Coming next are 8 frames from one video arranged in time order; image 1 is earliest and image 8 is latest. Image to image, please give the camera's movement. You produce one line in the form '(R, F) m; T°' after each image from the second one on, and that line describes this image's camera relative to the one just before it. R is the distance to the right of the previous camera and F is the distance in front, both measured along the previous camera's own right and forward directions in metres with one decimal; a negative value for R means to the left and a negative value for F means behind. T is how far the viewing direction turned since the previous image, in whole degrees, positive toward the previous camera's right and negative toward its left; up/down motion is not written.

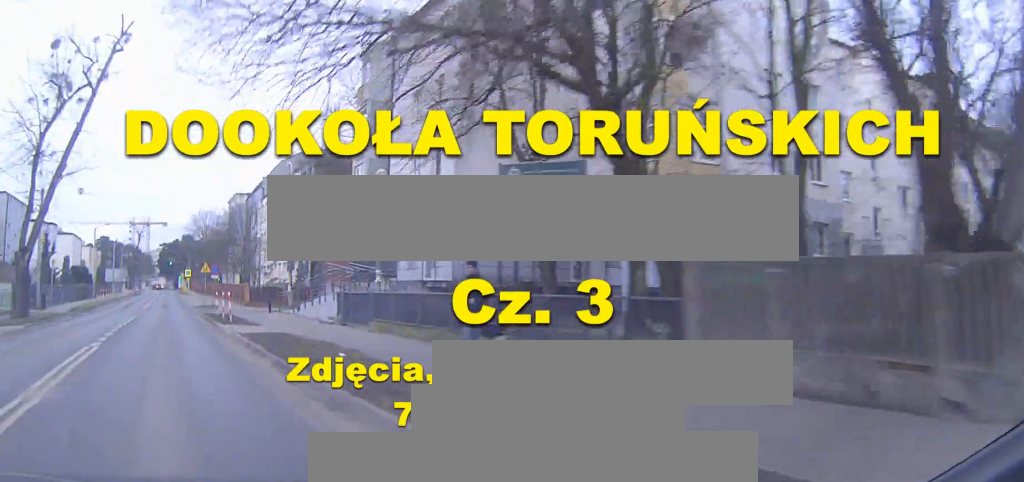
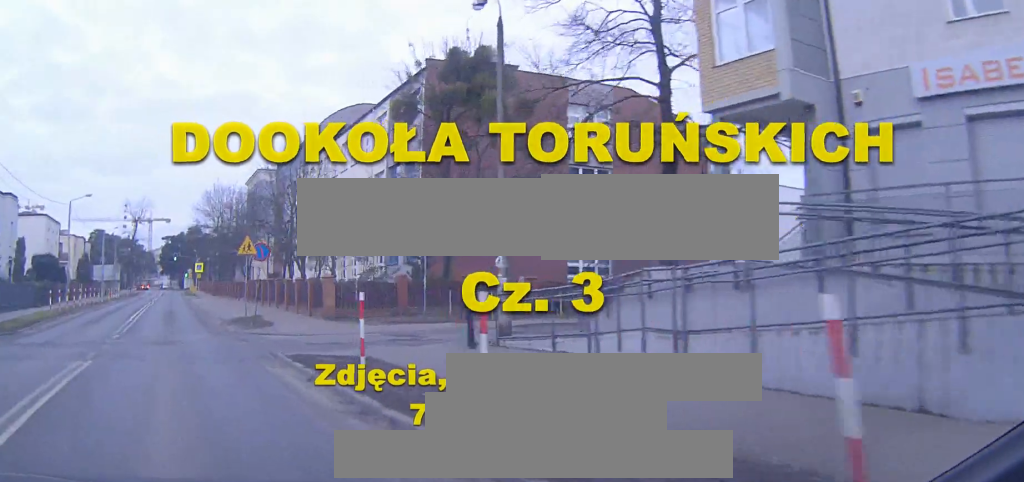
(-0.3, +26.7) m; 0°
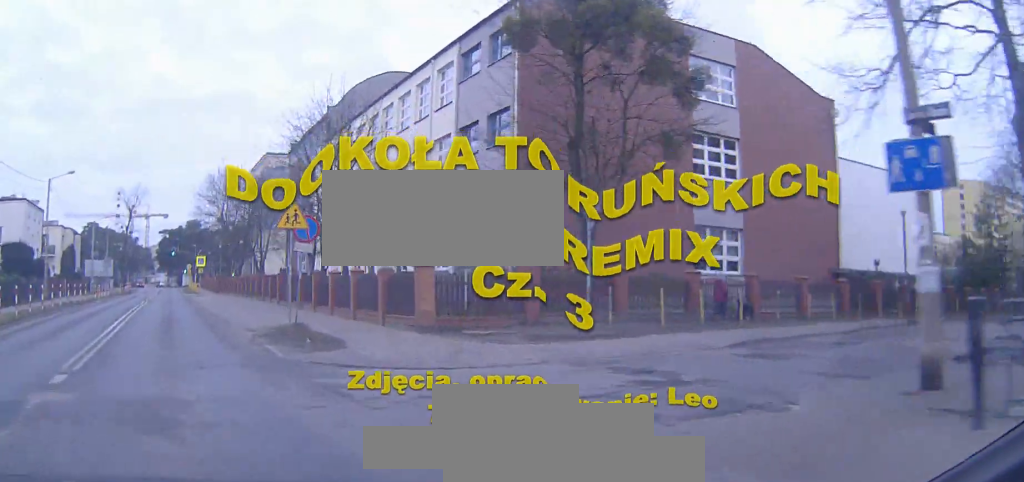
(+0.1, +10.8) m; 0°
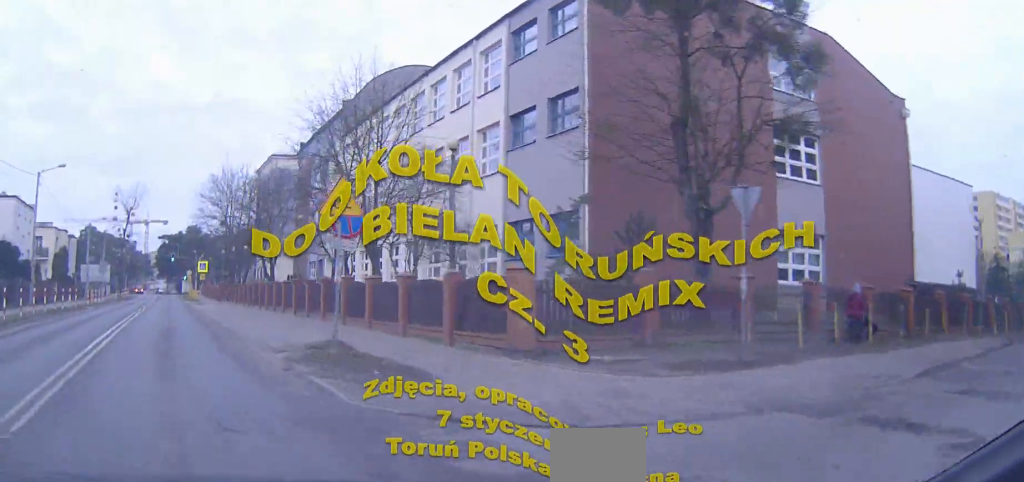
(0.0, +5.0) m; 0°
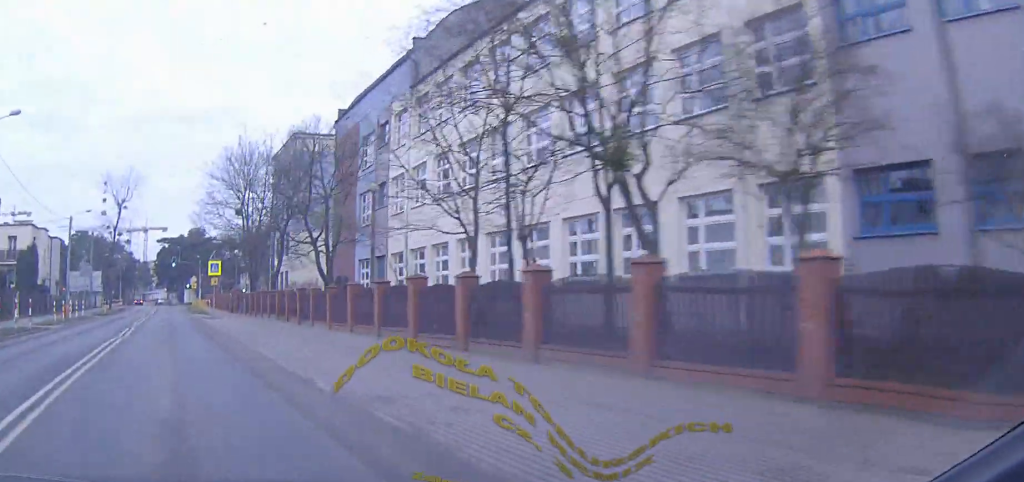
(0.0, +16.3) m; 0°
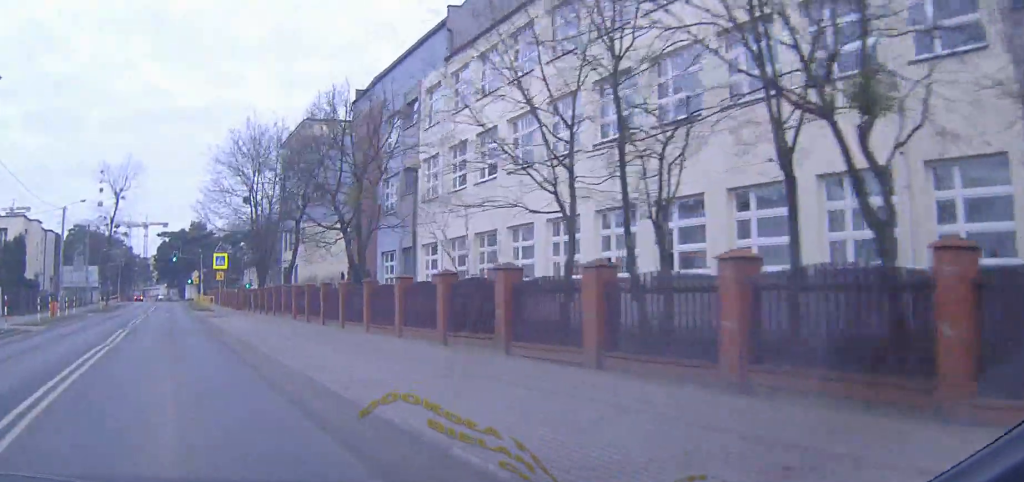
(0.0, +4.9) m; 0°
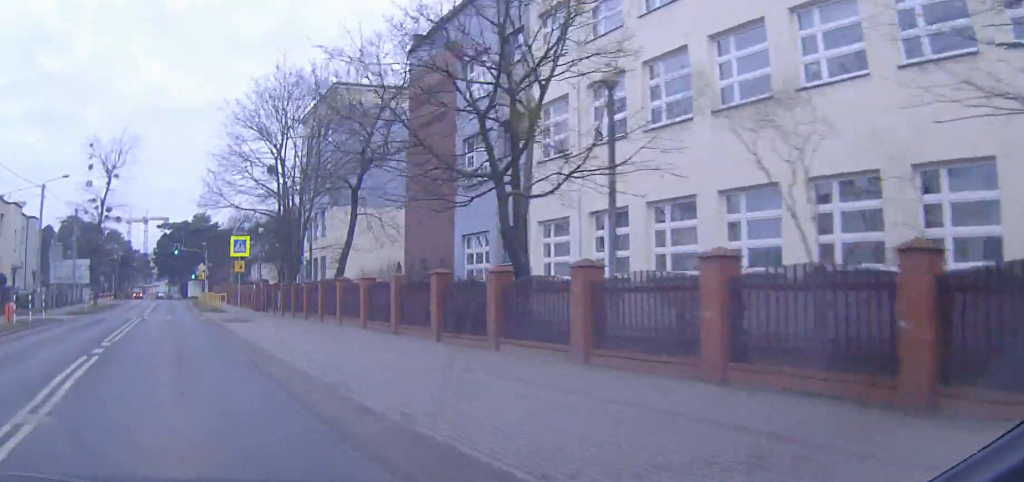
(0.0, +11.7) m; 0°
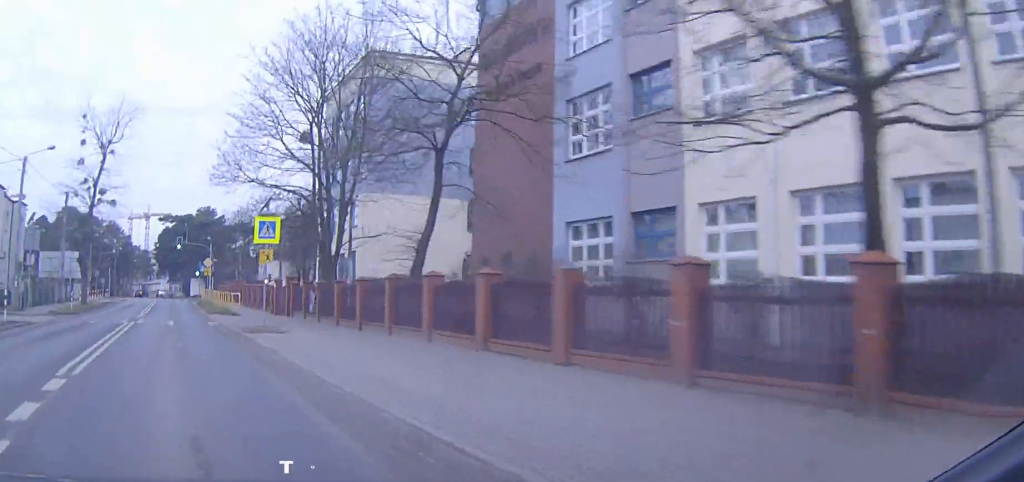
(0.0, +8.4) m; 0°
